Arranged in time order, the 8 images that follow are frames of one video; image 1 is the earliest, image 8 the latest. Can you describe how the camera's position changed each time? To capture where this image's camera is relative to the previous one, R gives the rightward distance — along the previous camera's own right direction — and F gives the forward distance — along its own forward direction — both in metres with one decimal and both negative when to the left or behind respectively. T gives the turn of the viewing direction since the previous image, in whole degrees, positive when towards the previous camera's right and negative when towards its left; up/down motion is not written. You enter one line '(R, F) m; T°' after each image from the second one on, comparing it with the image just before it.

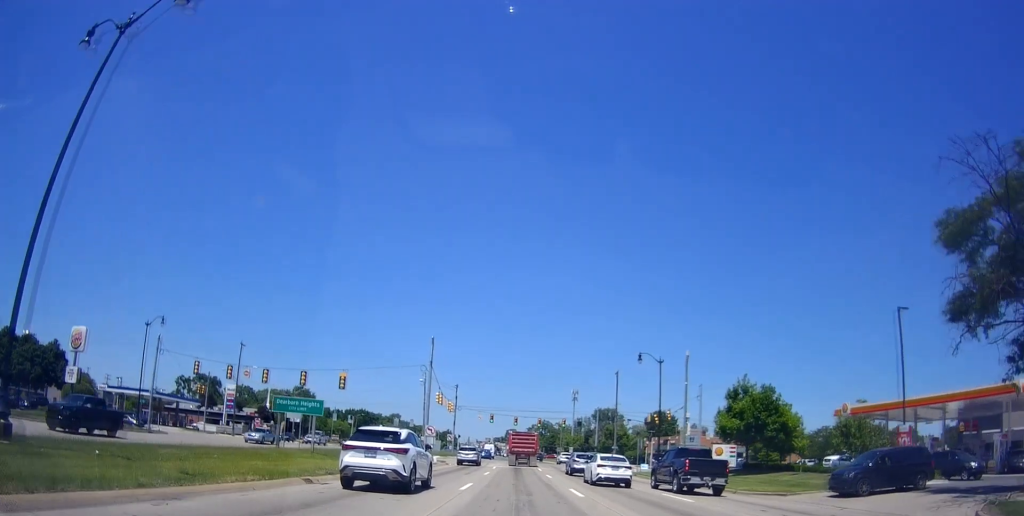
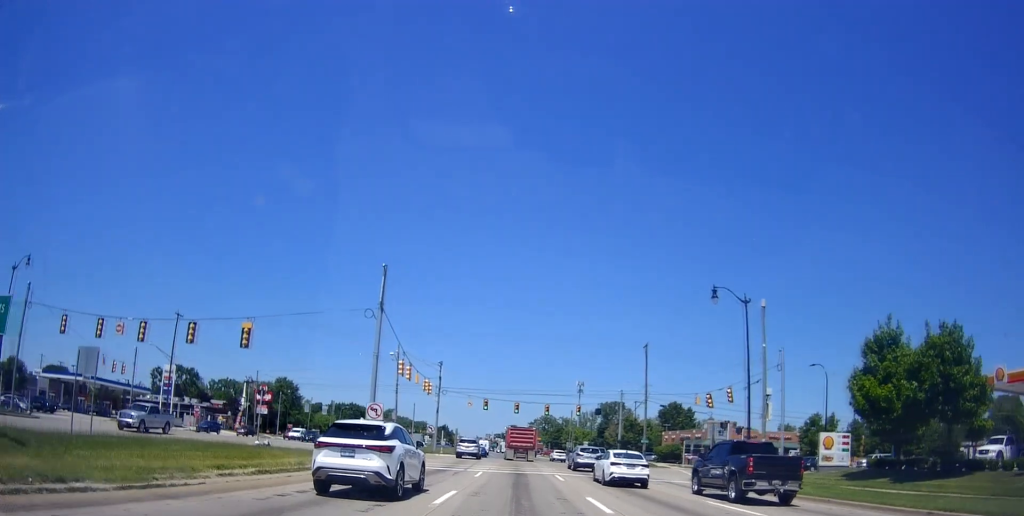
(+0.7, +20.8) m; +1°
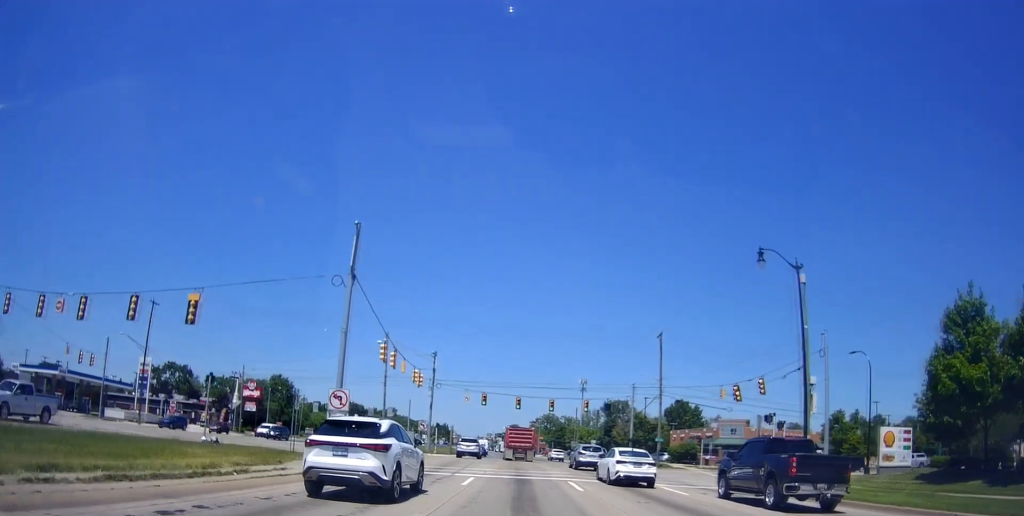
(-0.2, +6.7) m; 0°
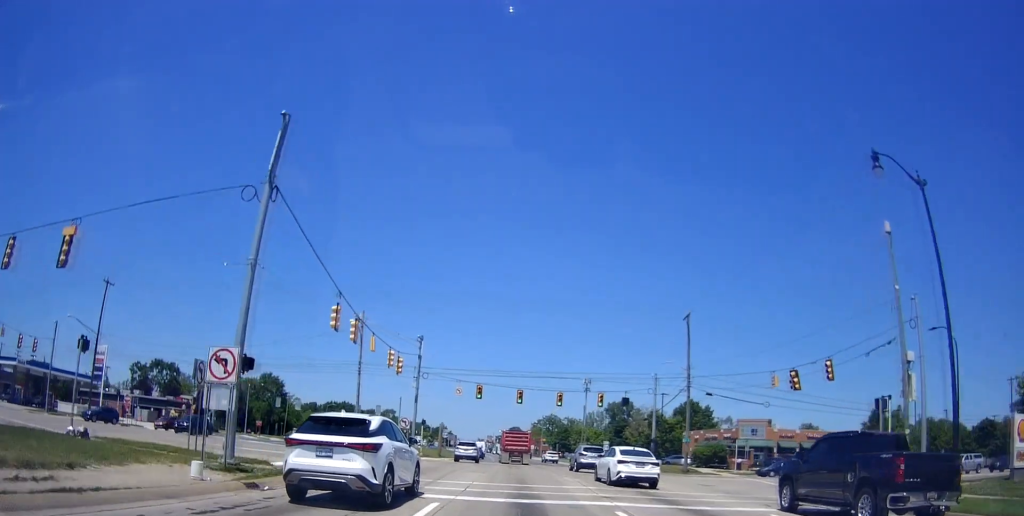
(+0.2, +10.6) m; 0°
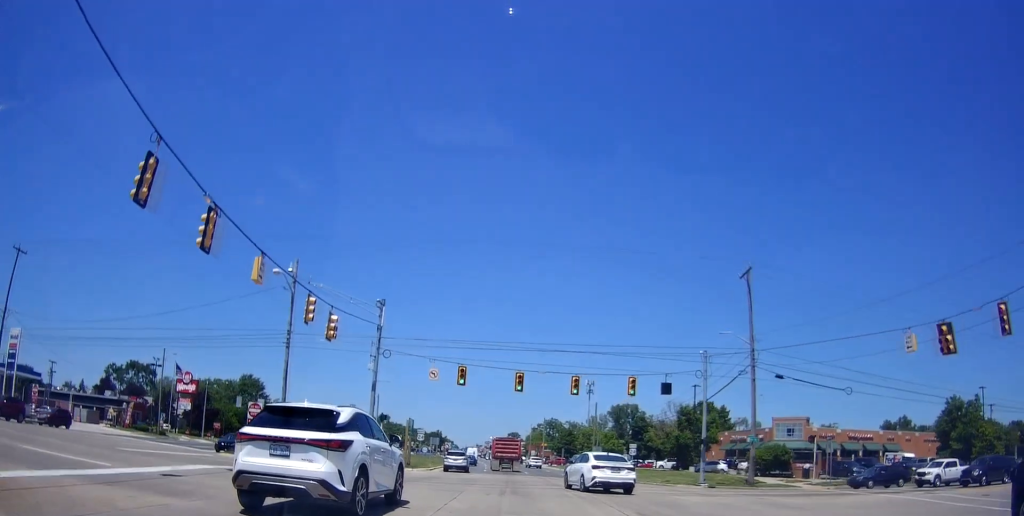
(-0.1, +16.1) m; -2°
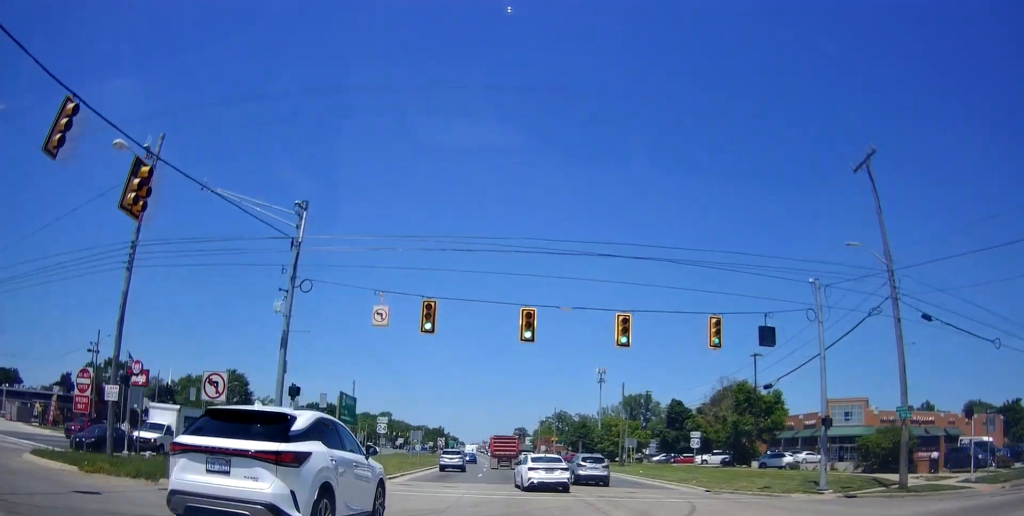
(-0.4, +16.8) m; 0°
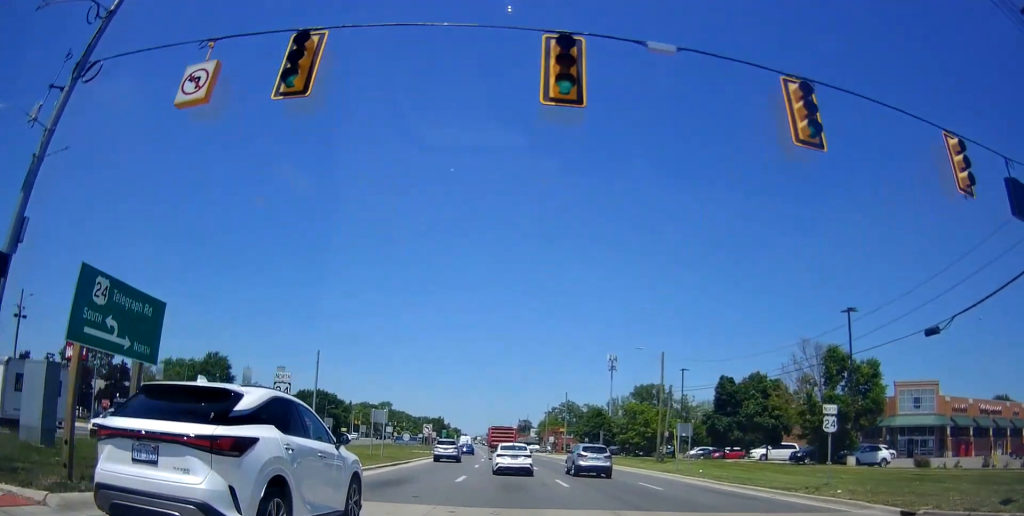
(+0.3, +15.6) m; +2°
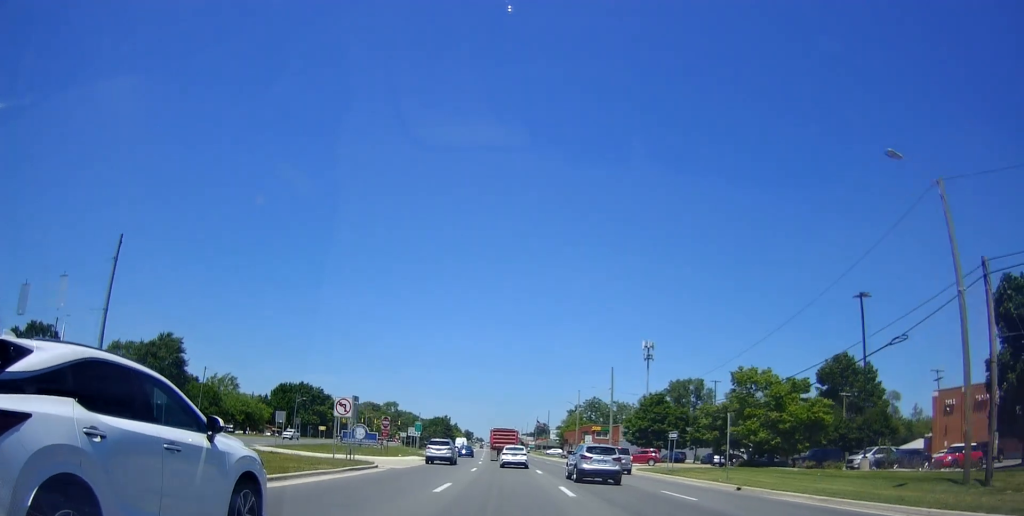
(-0.5, +34.4) m; -4°
